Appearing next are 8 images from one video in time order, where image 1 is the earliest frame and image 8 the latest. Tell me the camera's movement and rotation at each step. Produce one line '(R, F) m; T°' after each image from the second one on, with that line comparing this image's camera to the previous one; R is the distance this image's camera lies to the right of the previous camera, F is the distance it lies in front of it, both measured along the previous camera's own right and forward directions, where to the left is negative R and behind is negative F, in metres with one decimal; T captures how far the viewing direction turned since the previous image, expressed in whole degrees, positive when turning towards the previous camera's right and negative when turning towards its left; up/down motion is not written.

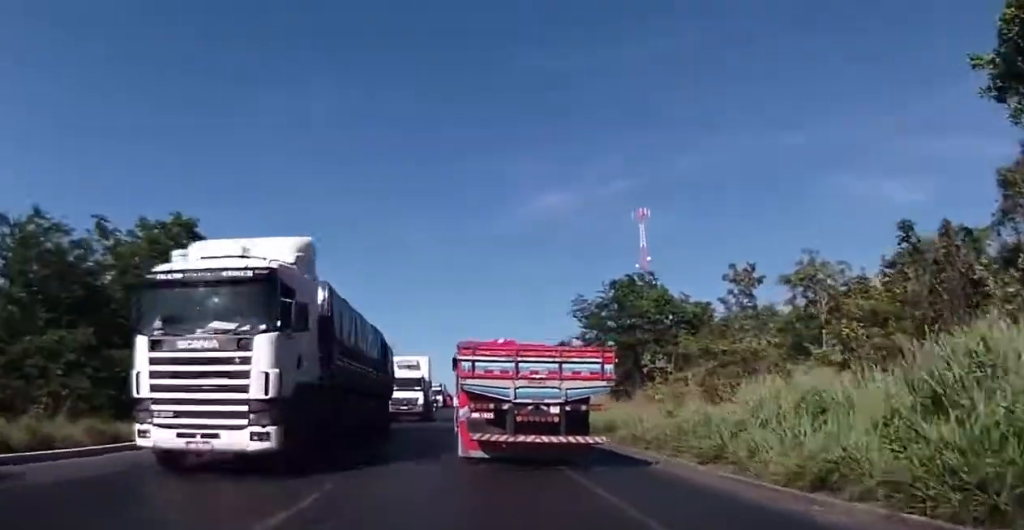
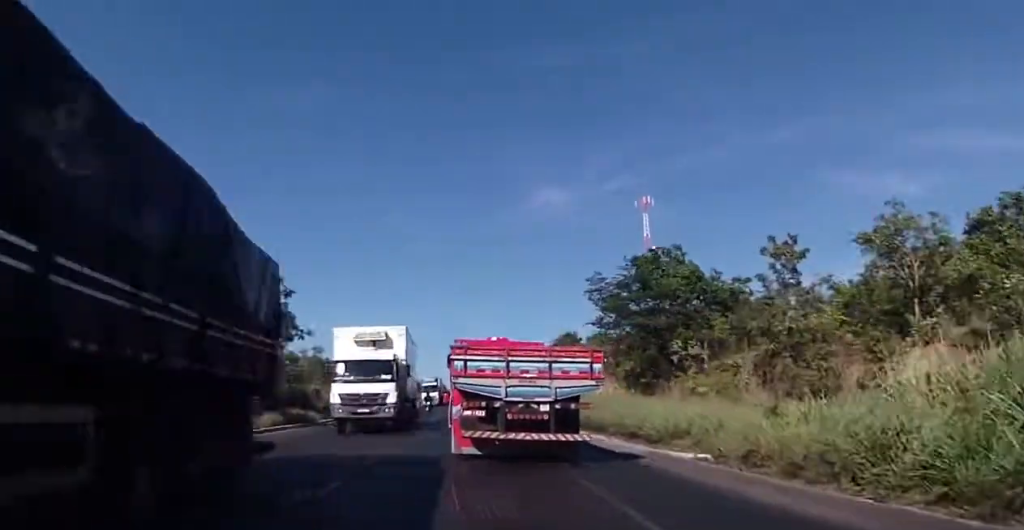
(+0.3, +8.1) m; +2°
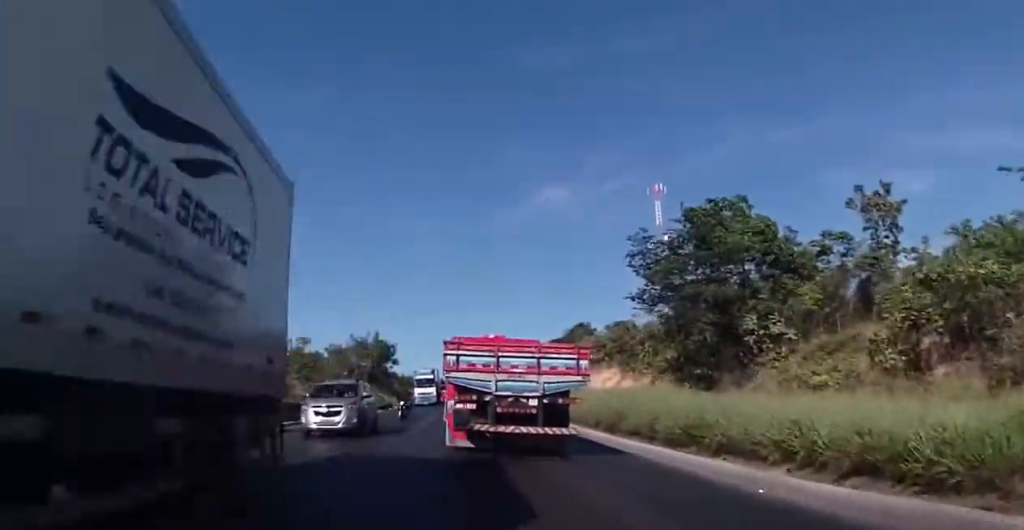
(+0.2, +12.0) m; +1°
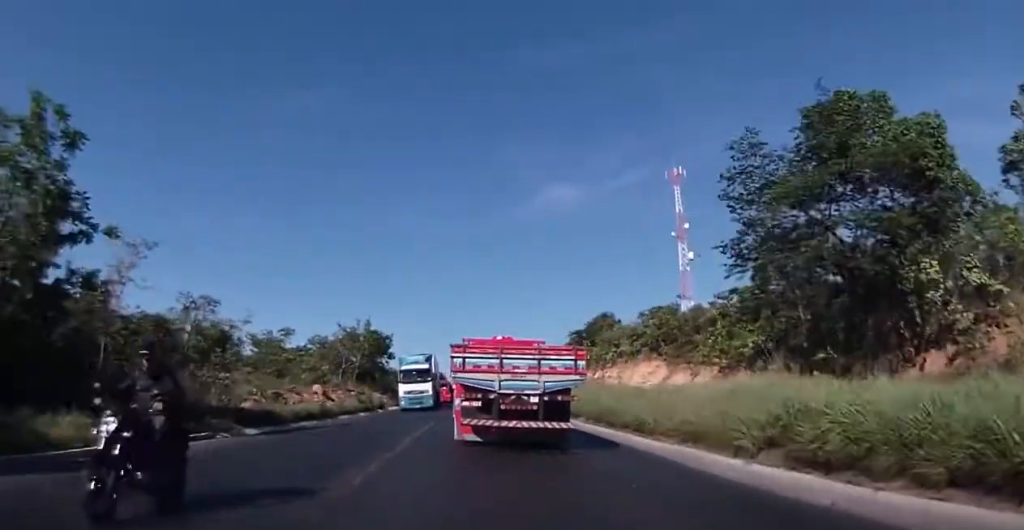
(0.0, +14.3) m; 0°
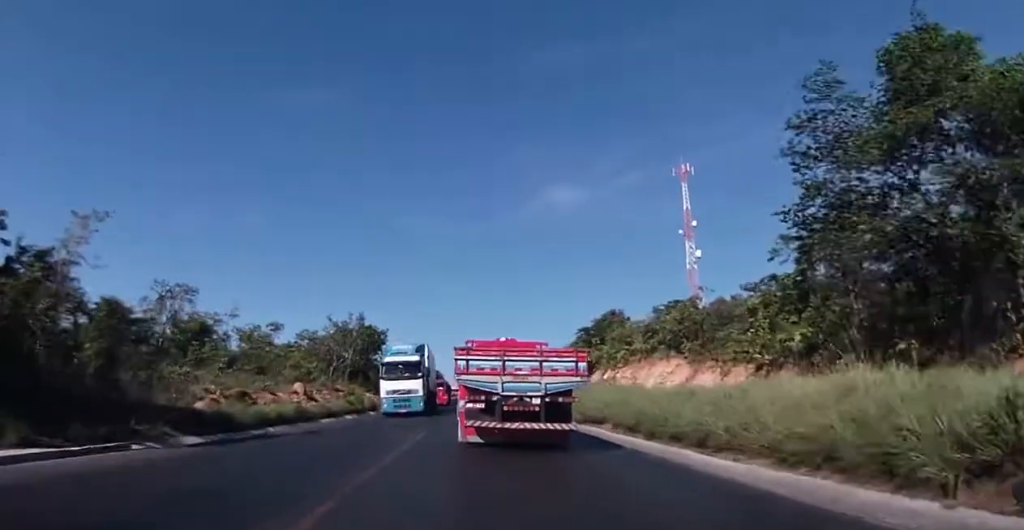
(0.0, +5.6) m; -2°
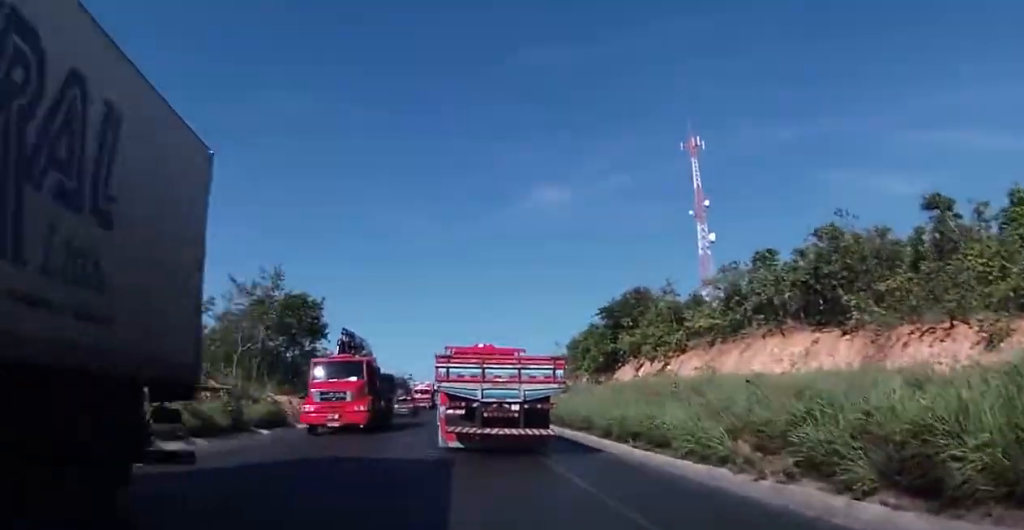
(-0.3, +25.0) m; +2°
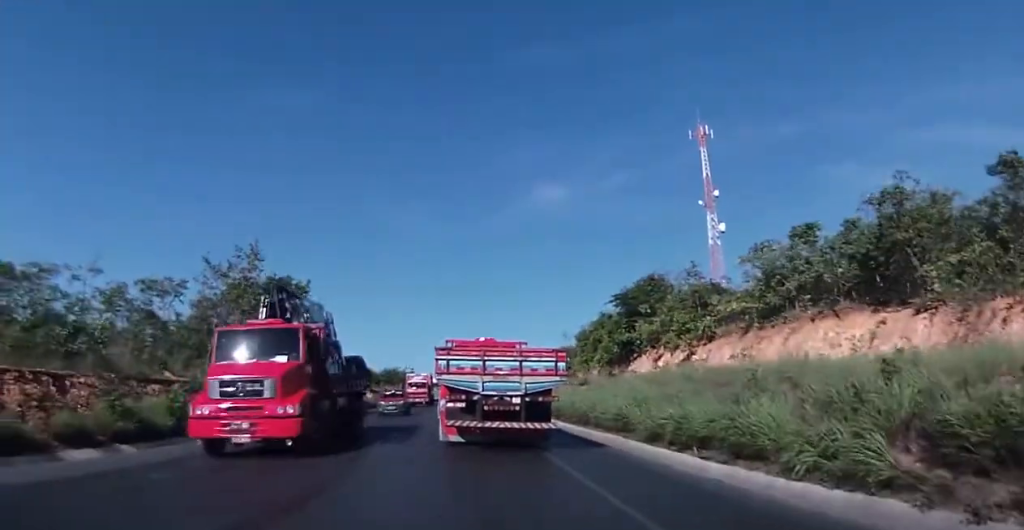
(0.0, +5.2) m; 0°
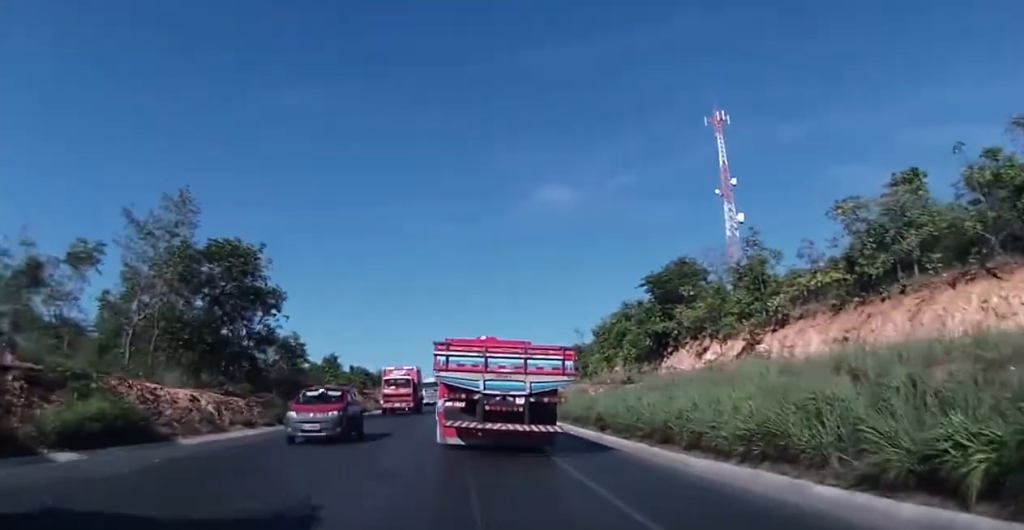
(0.0, +10.4) m; 0°
